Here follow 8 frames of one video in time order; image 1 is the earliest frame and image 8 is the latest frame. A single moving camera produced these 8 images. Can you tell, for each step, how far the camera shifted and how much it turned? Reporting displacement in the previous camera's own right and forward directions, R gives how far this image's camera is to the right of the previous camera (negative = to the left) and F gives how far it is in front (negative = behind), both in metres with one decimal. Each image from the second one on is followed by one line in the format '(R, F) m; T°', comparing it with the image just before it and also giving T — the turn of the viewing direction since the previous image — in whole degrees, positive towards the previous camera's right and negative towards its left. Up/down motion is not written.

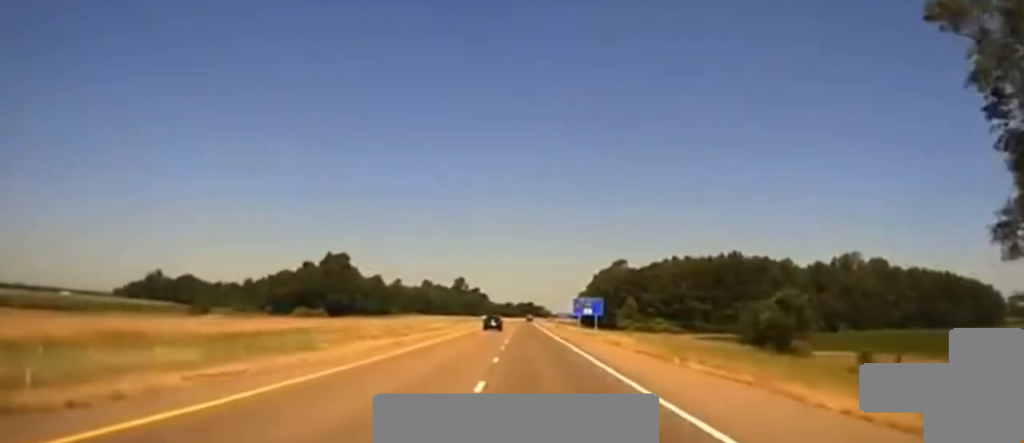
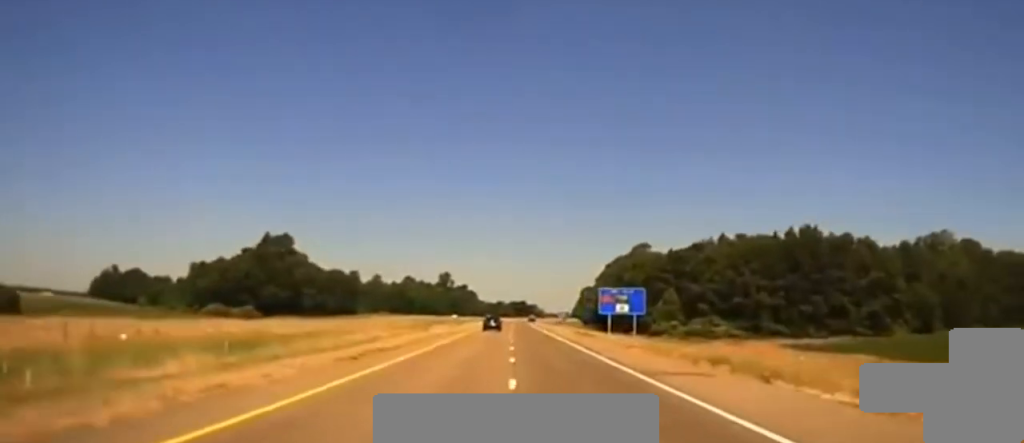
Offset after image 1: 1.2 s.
(0.0, +60.5) m; 0°
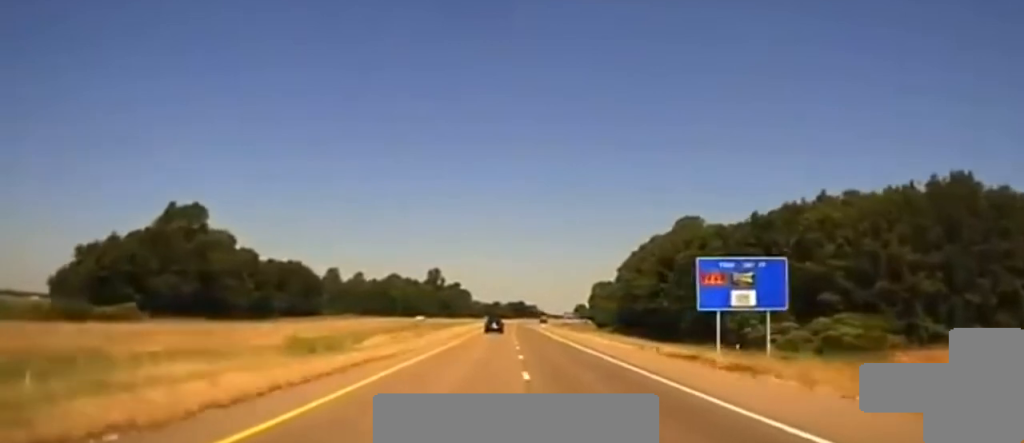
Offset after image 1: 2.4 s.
(+0.2, +56.9) m; 0°
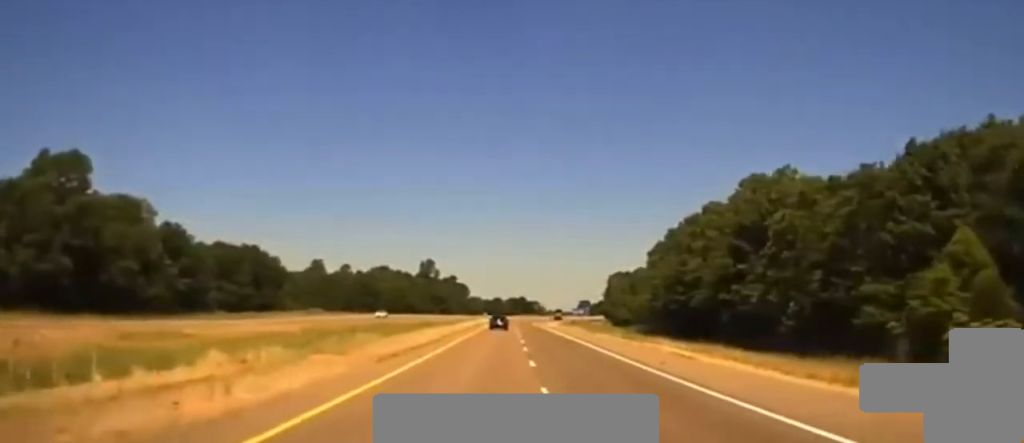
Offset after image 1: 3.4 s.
(+0.1, +42.8) m; 0°
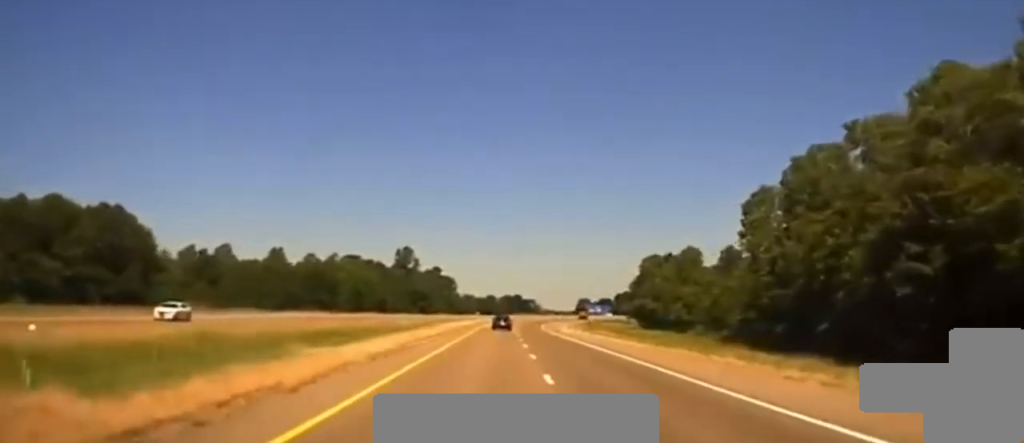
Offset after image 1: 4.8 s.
(-0.3, +65.7) m; 0°
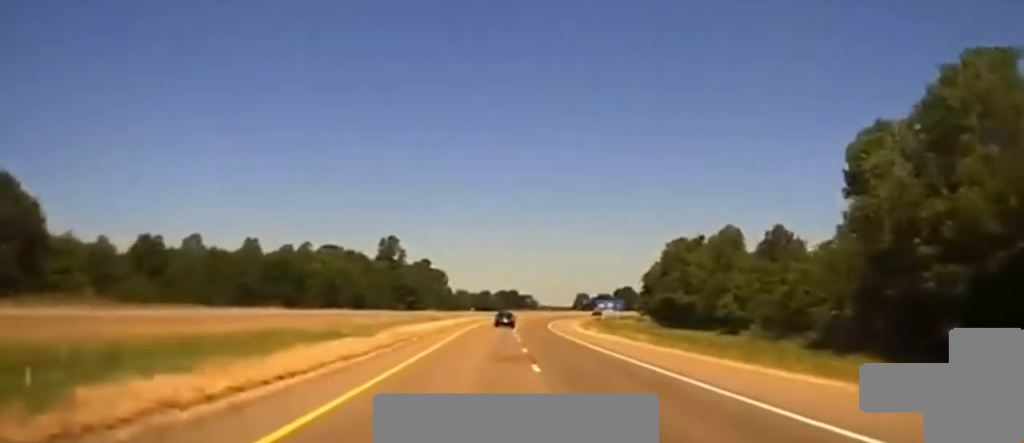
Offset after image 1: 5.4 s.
(+0.2, +28.0) m; +1°
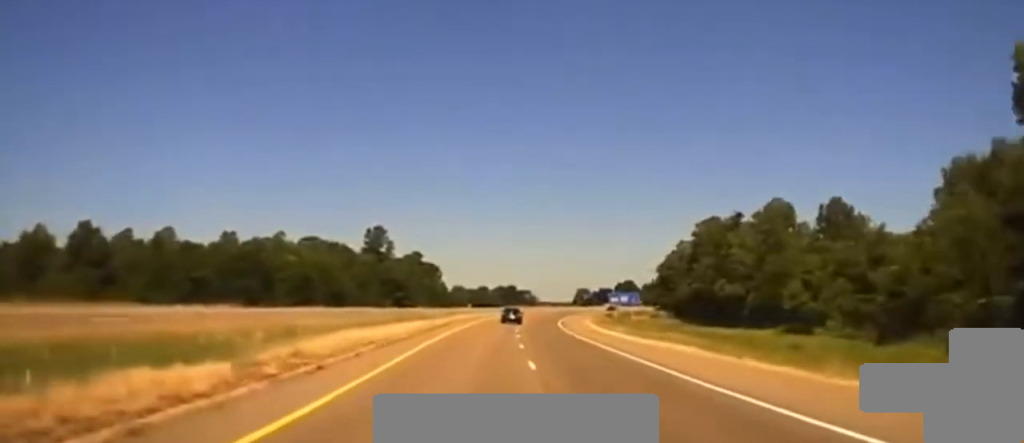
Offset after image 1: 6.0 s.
(+0.1, +24.1) m; +1°
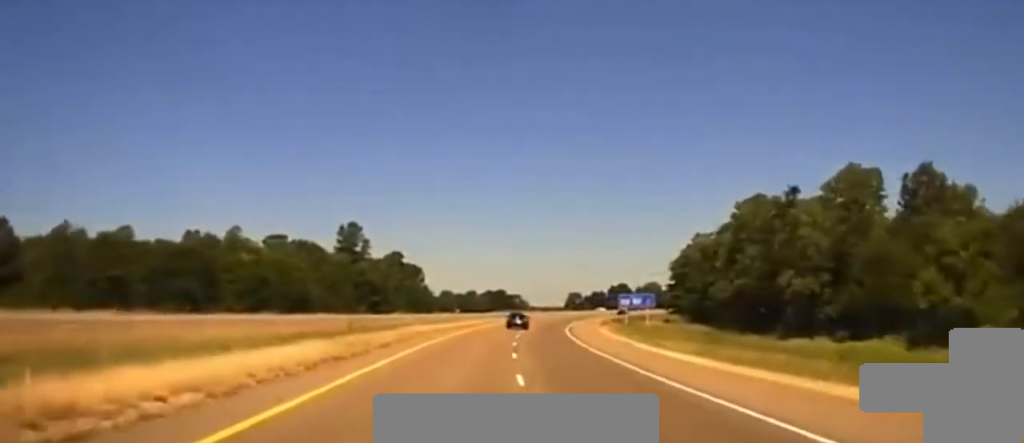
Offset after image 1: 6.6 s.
(+0.3, +24.5) m; +1°
